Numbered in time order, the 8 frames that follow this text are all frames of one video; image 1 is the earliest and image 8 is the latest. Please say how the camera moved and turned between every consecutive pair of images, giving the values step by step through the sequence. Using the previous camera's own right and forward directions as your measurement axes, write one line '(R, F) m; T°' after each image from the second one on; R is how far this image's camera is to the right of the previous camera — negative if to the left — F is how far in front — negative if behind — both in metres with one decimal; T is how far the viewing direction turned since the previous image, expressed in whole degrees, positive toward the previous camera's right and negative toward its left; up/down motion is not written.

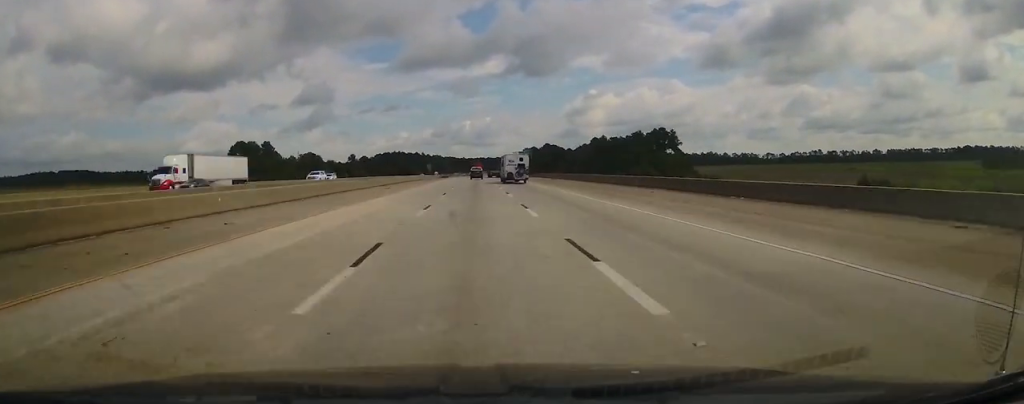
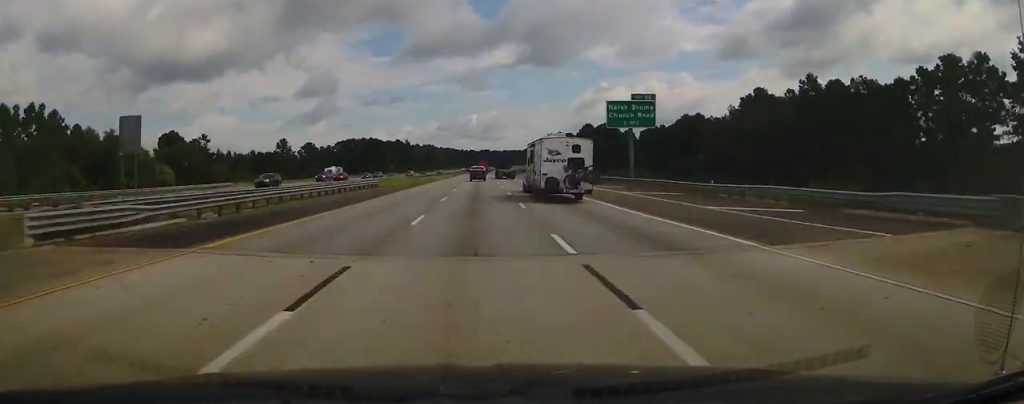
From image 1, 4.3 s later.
(+0.8, +153.0) m; 0°
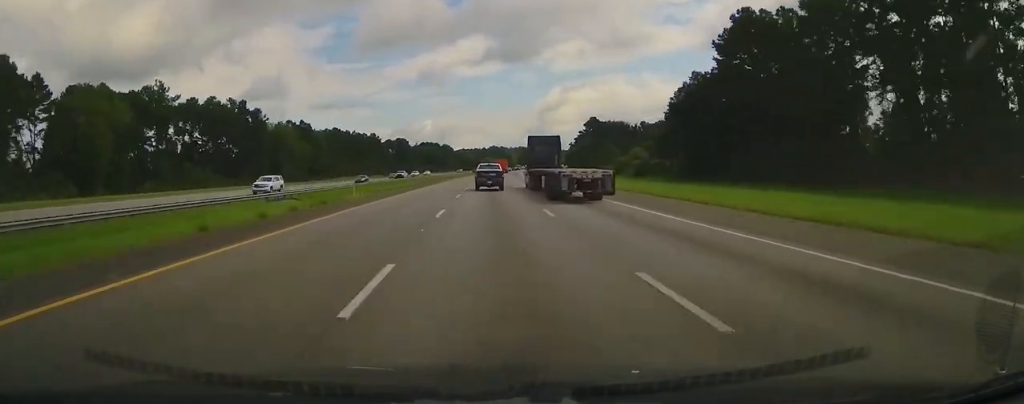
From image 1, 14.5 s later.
(+12.1, +344.3) m; +6°
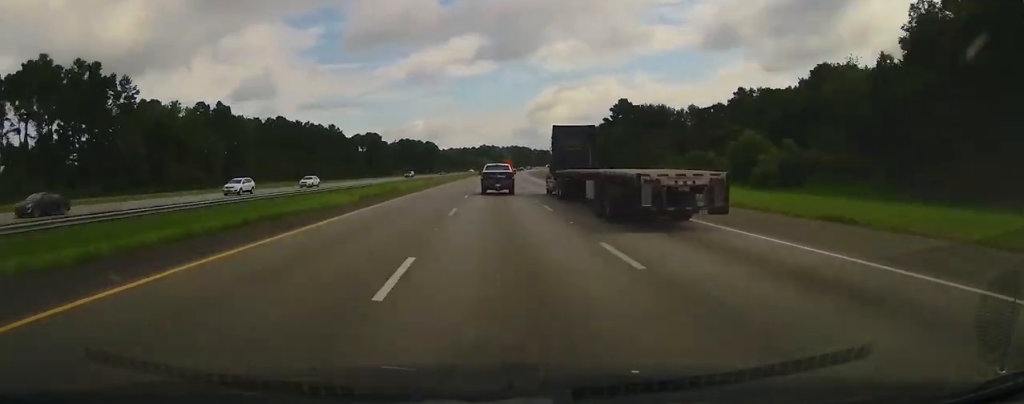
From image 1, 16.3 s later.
(+0.7, +60.2) m; +1°
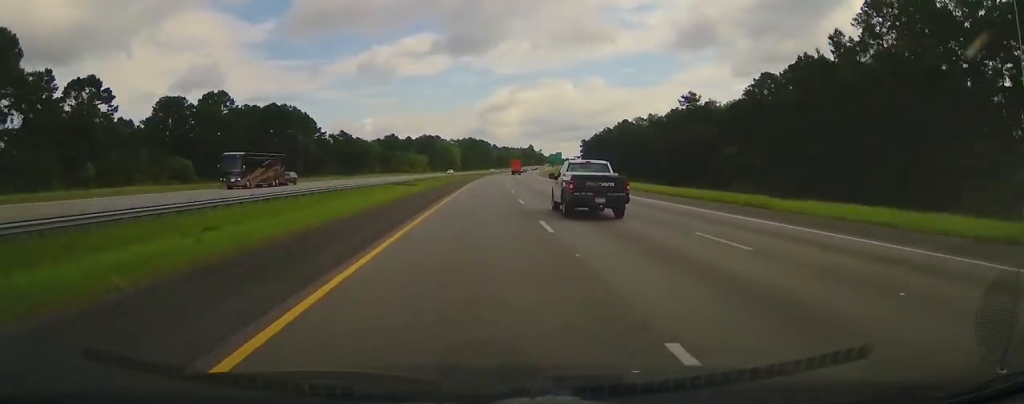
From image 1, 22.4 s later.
(+8.5, +222.1) m; +6°
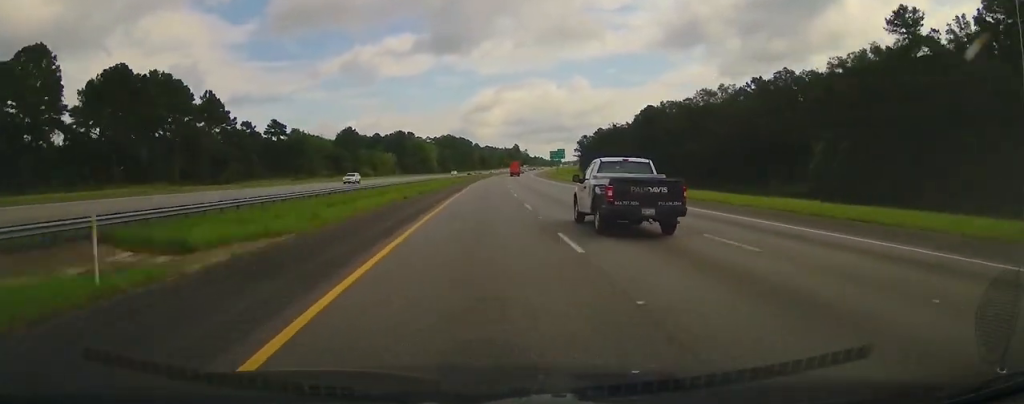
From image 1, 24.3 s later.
(+2.2, +85.9) m; +2°
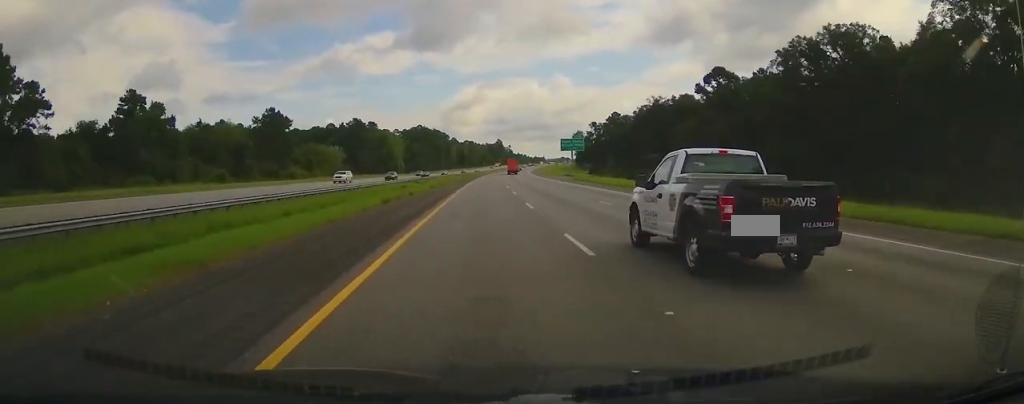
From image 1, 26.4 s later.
(+2.3, +112.1) m; +2°
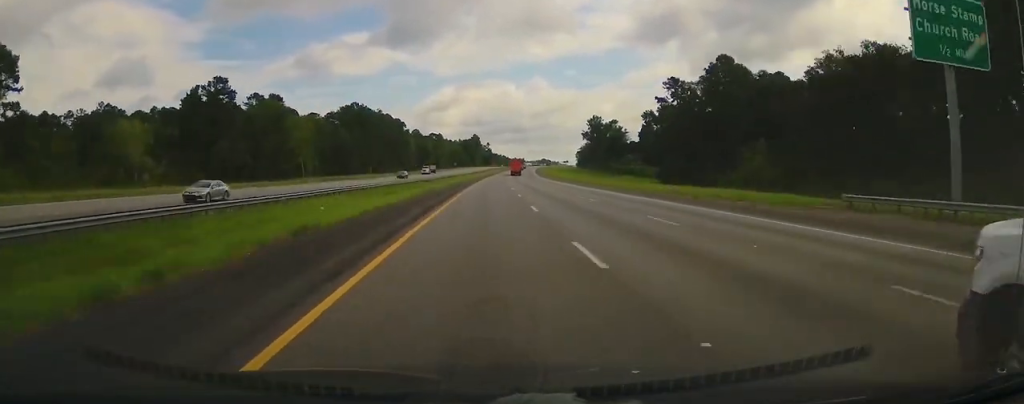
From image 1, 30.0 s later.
(+5.6, +155.7) m; +4°
